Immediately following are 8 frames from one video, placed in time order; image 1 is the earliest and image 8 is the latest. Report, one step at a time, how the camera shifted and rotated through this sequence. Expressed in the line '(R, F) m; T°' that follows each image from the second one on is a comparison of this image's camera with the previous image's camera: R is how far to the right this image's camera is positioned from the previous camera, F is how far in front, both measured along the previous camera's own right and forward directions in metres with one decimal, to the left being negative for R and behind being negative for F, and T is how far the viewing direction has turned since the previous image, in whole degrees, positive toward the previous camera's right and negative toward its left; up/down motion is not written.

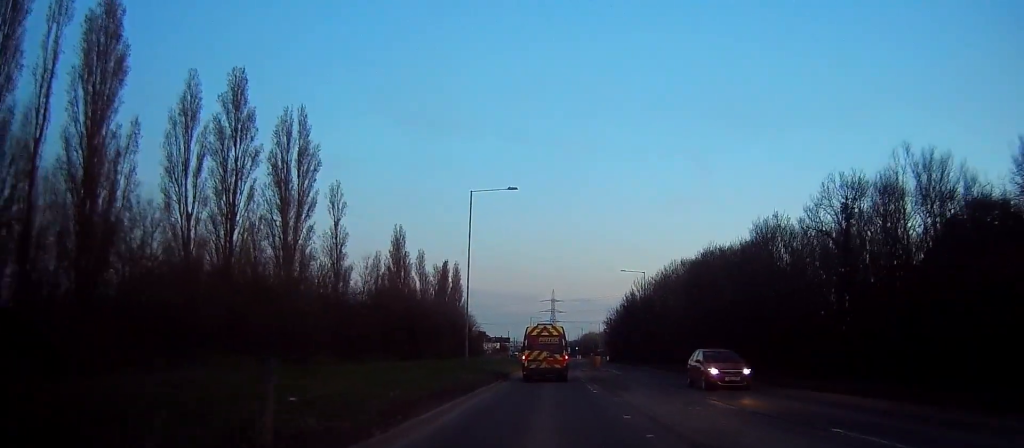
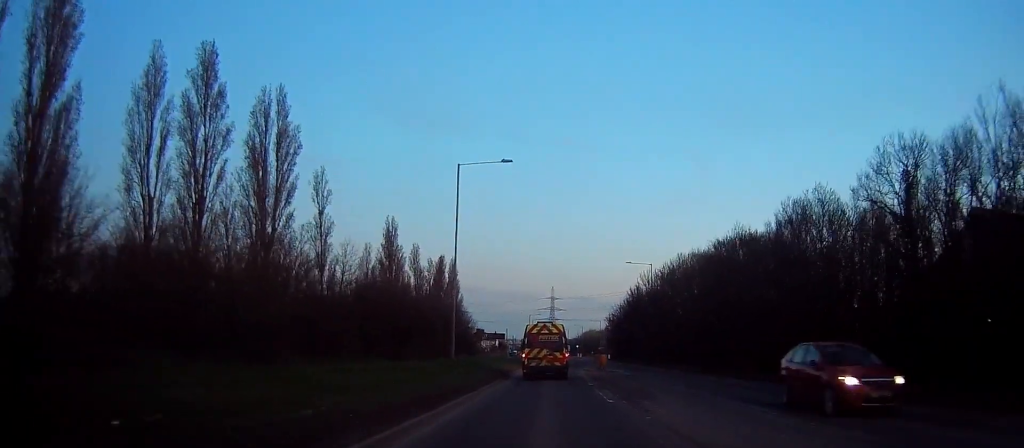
(-0.2, +5.2) m; 0°
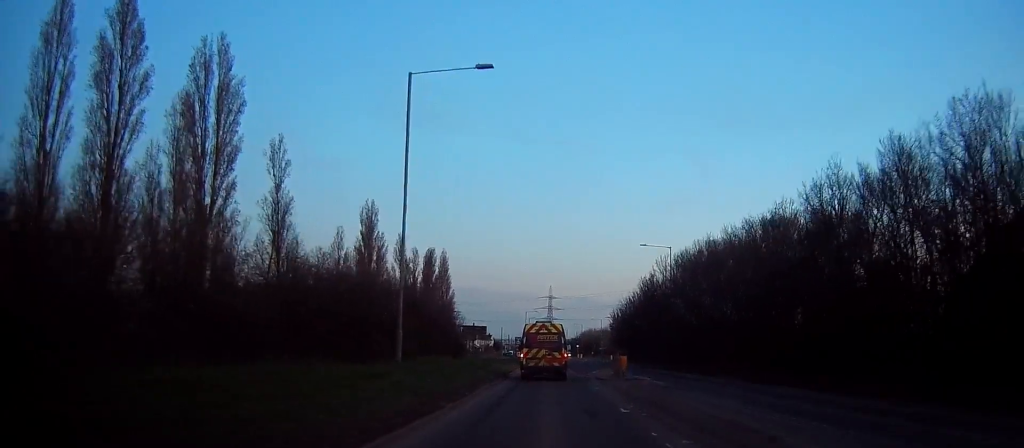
(+0.2, +11.6) m; +1°
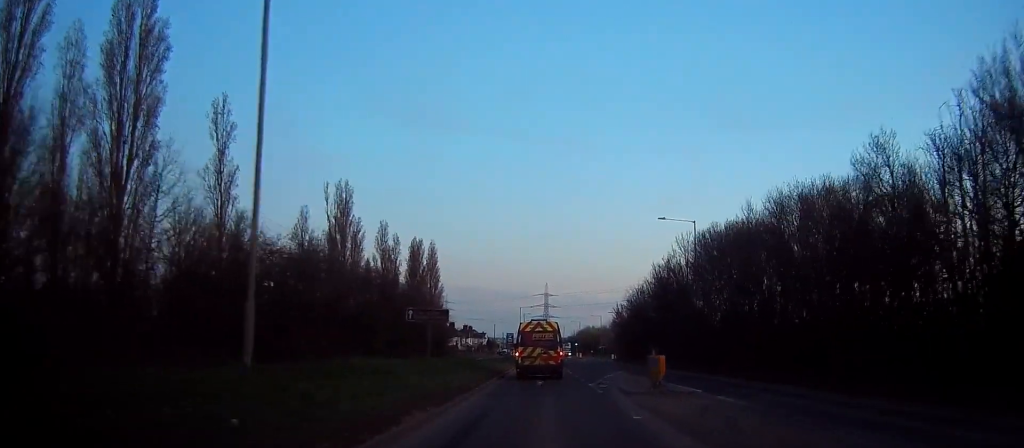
(+0.1, +10.8) m; 0°
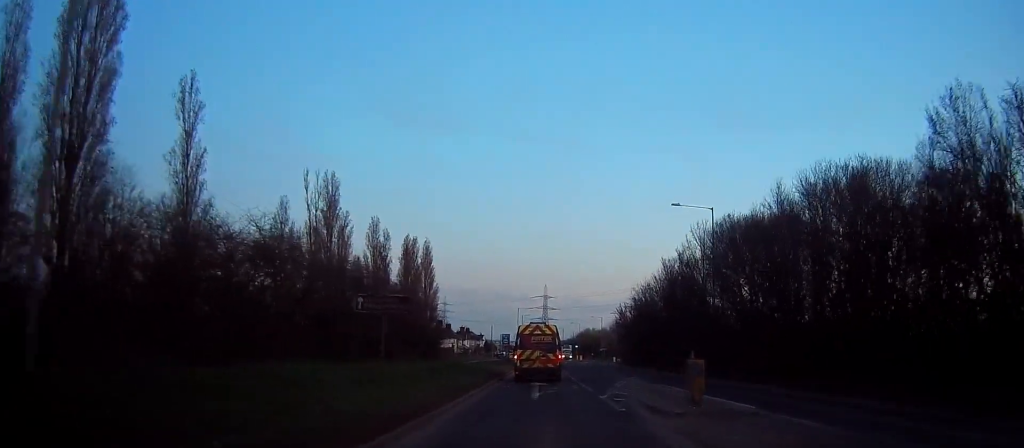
(-0.1, +5.4) m; 0°
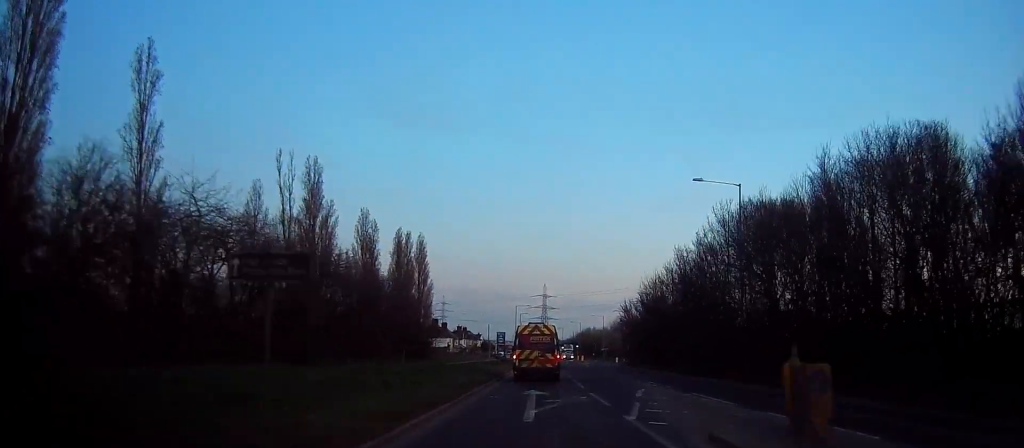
(0.0, +6.1) m; 0°
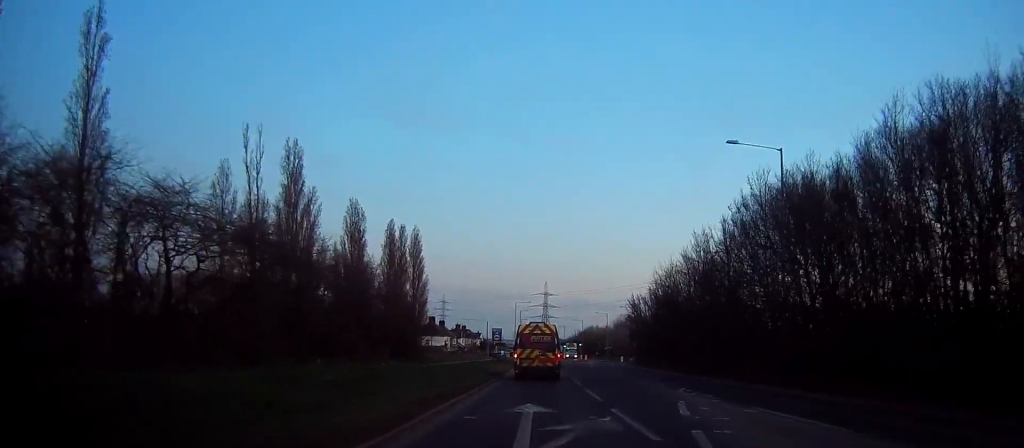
(0.0, +6.5) m; 0°
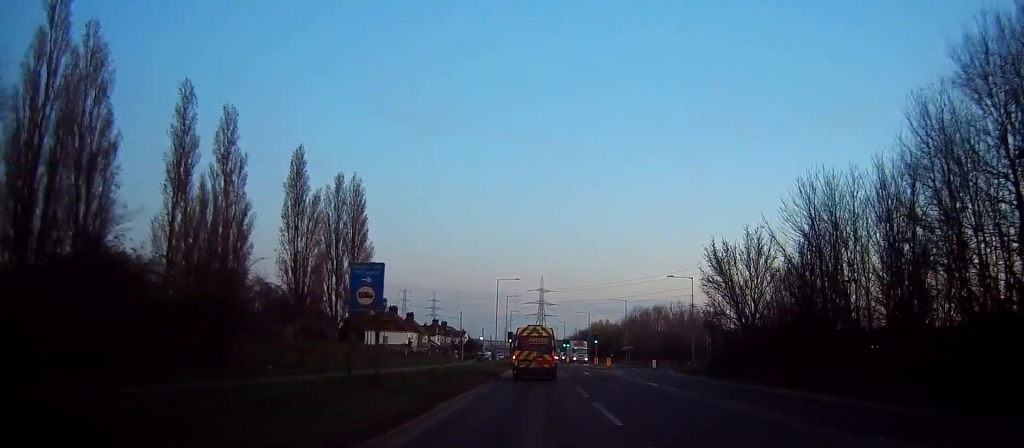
(0.0, +38.6) m; +1°
